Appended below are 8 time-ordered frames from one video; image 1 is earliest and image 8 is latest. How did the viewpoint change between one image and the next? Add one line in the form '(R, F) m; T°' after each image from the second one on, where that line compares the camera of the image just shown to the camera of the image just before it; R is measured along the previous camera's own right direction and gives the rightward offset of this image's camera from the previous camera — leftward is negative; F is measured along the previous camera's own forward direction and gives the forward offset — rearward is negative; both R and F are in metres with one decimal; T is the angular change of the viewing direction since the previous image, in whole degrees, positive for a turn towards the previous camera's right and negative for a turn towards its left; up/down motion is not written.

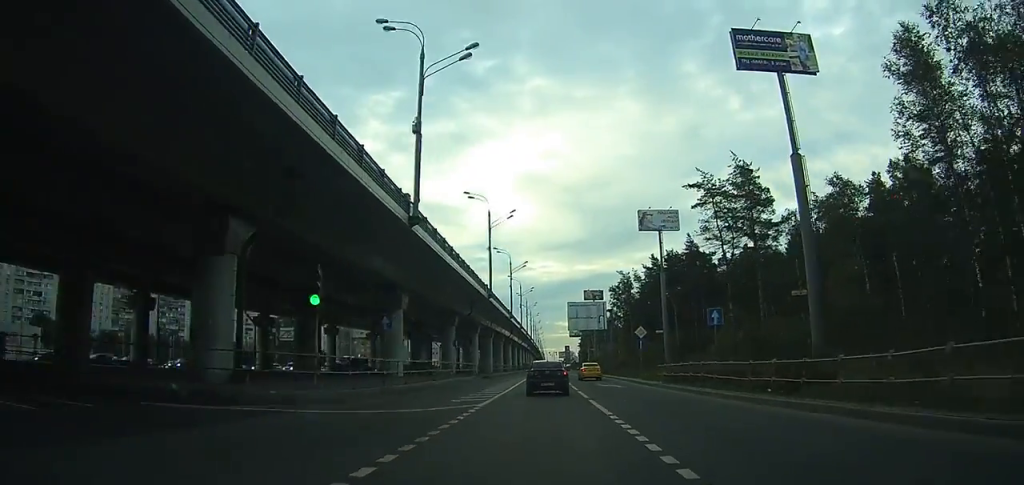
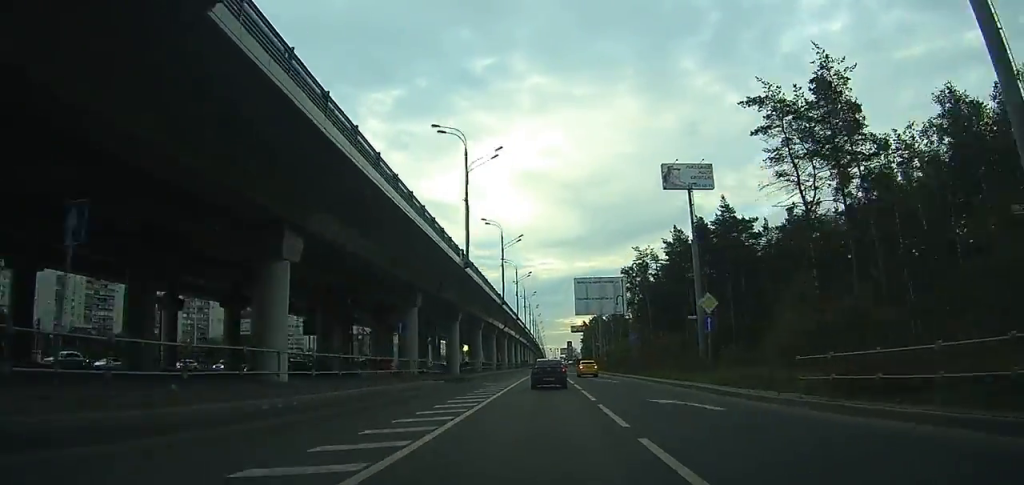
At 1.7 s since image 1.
(-1.2, +19.9) m; -3°
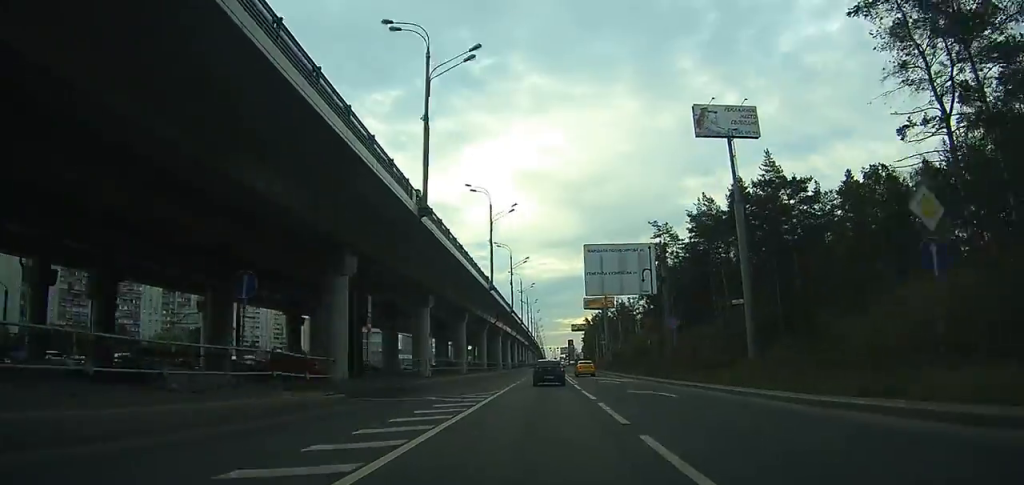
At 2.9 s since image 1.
(-0.2, +16.5) m; -1°
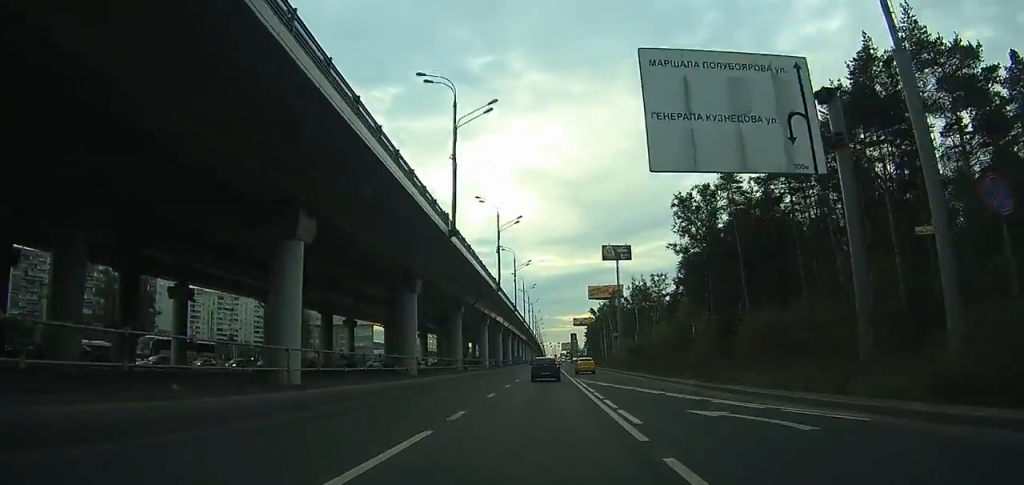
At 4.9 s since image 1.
(+0.2, +26.7) m; 0°
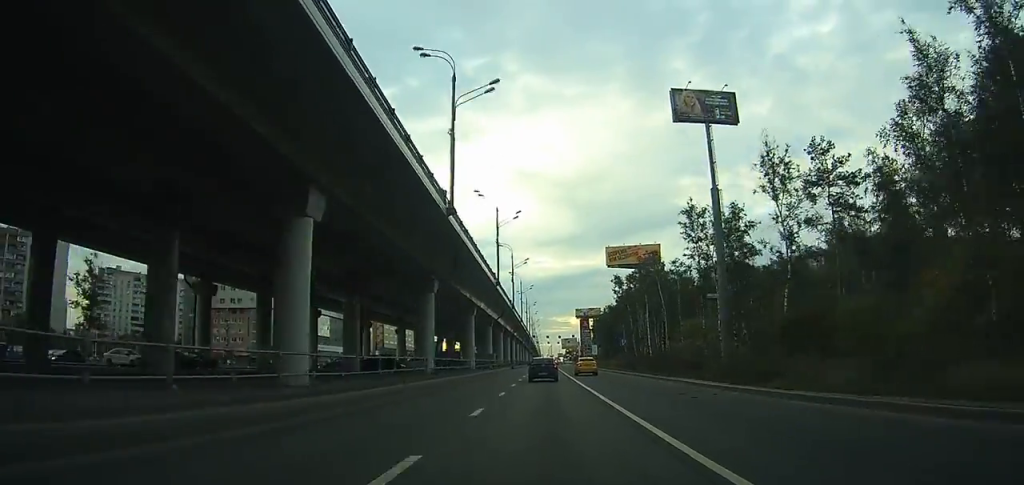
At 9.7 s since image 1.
(+0.3, +72.0) m; +1°
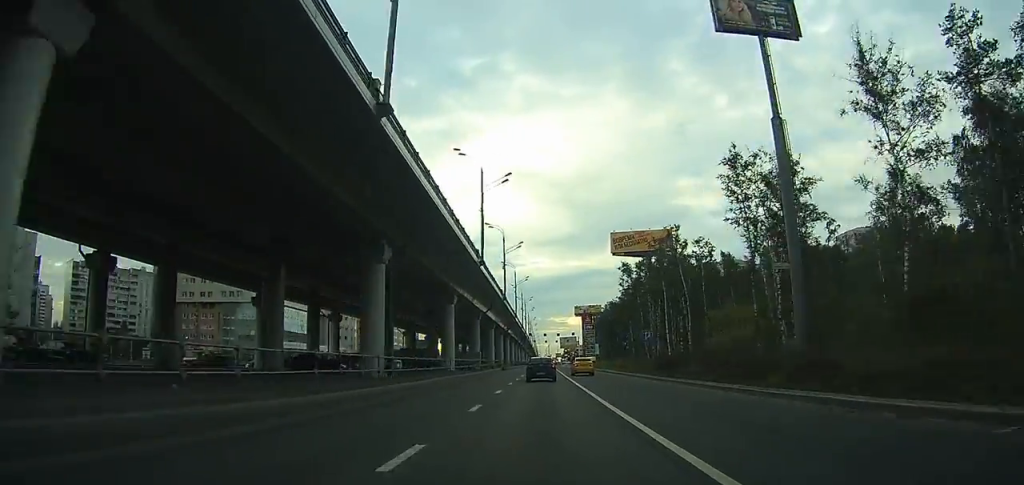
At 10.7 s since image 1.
(0.0, +16.2) m; 0°
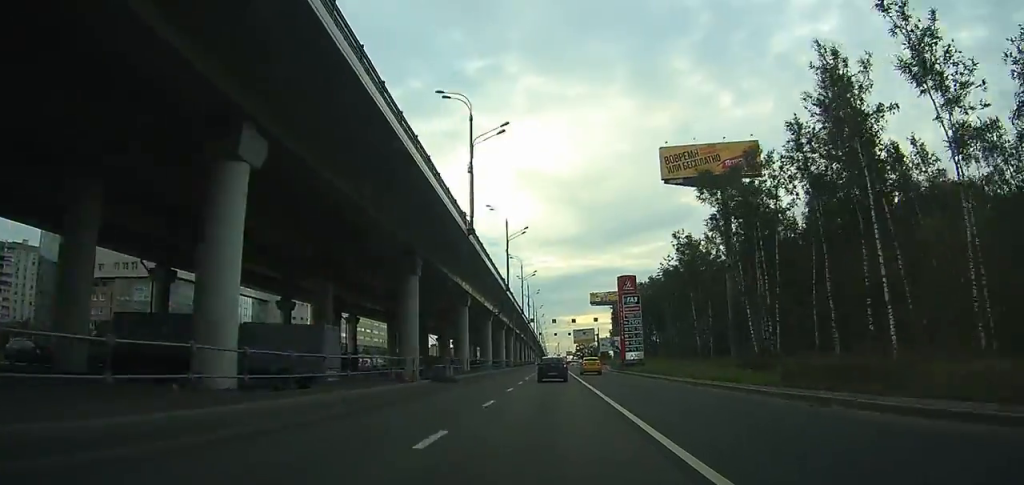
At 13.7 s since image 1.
(0.0, +48.9) m; 0°
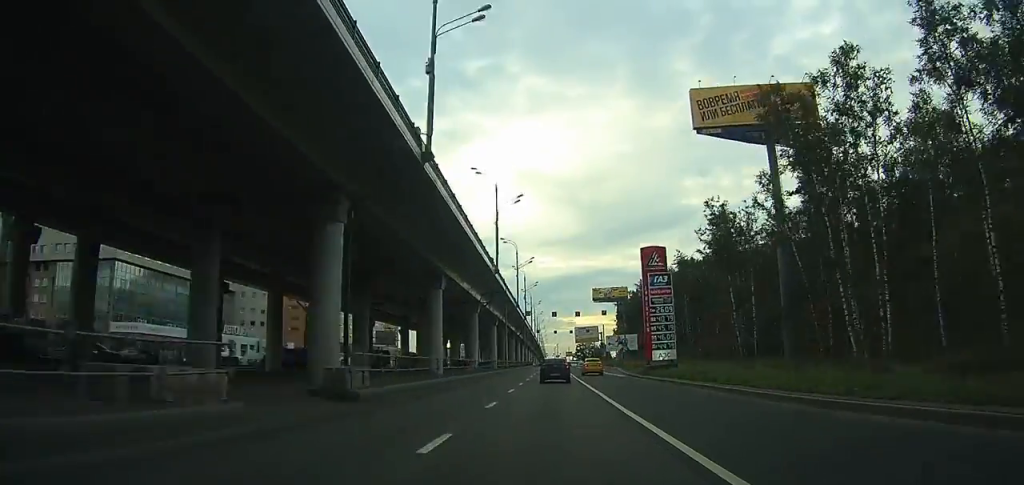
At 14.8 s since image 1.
(0.0, +16.5) m; 0°
